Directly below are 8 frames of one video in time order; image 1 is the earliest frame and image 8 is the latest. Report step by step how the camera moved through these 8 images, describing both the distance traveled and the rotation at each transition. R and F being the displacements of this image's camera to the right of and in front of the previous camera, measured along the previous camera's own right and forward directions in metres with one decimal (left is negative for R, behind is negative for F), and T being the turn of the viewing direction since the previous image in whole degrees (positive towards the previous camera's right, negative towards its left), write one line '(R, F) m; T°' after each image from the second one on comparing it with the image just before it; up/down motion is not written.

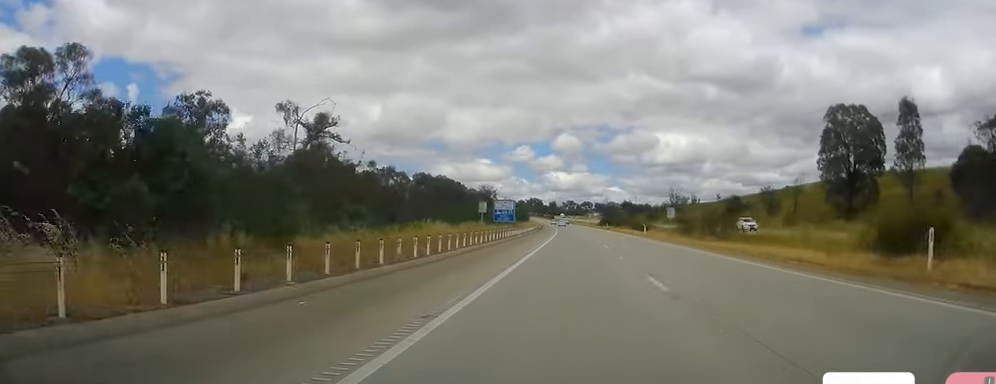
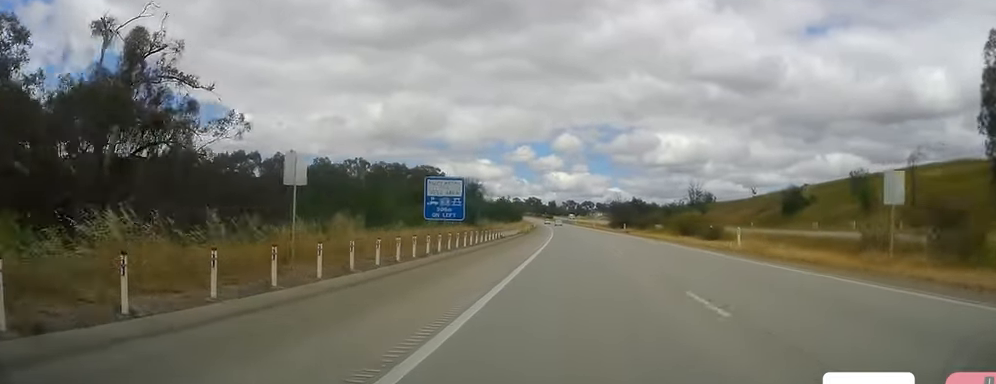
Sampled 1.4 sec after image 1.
(-0.7, +40.8) m; -1°
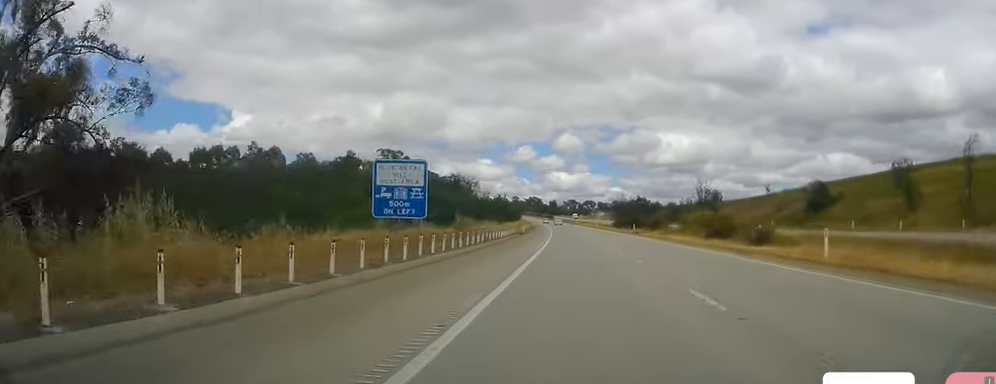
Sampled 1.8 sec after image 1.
(0.0, +11.7) m; 0°
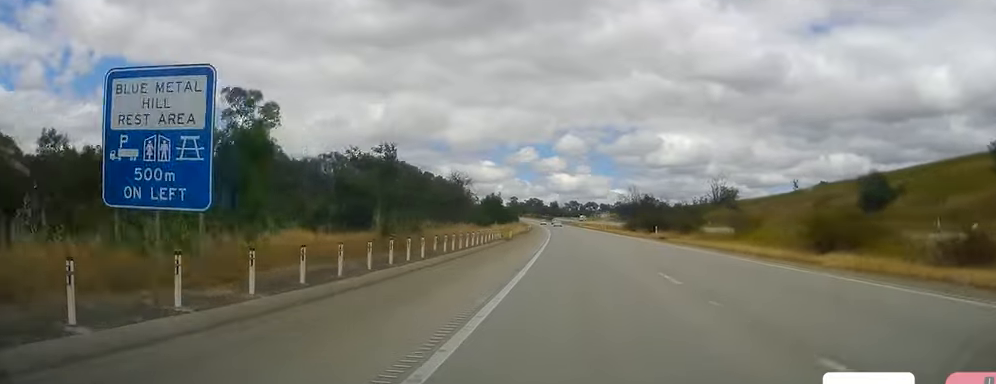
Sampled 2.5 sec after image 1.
(+0.4, +19.5) m; 0°
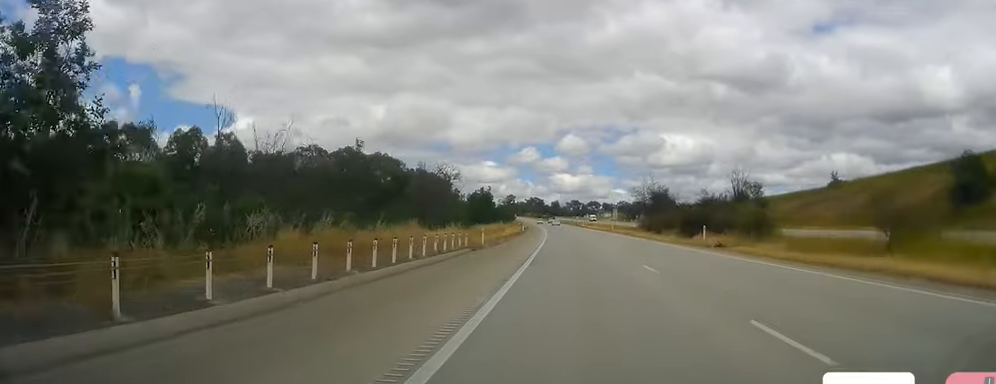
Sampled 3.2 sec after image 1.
(-0.1, +21.6) m; 0°
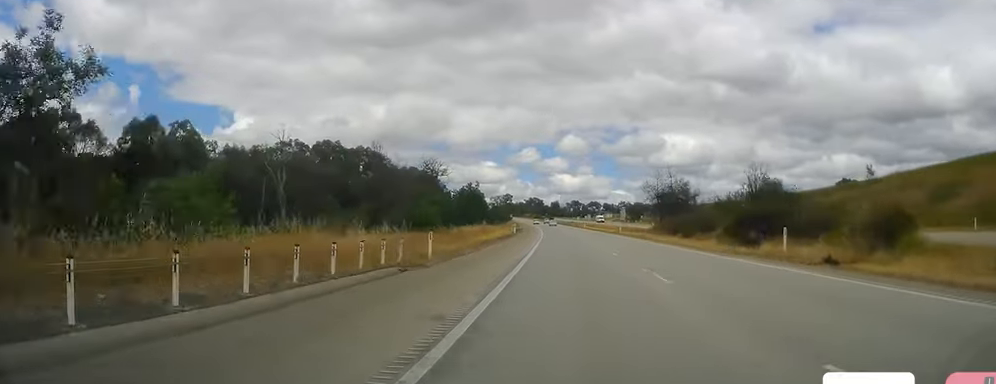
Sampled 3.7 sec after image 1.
(-0.1, +15.6) m; 0°
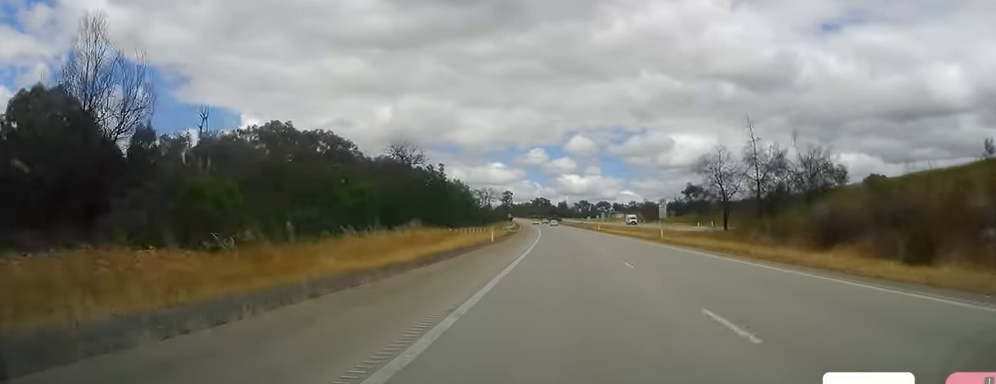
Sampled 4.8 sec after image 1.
(0.0, +32.1) m; -1°
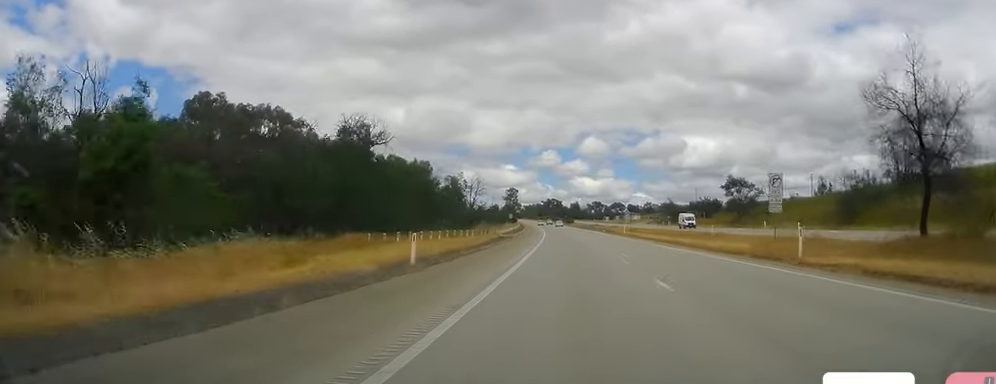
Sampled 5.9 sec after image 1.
(-0.4, +30.0) m; -1°
